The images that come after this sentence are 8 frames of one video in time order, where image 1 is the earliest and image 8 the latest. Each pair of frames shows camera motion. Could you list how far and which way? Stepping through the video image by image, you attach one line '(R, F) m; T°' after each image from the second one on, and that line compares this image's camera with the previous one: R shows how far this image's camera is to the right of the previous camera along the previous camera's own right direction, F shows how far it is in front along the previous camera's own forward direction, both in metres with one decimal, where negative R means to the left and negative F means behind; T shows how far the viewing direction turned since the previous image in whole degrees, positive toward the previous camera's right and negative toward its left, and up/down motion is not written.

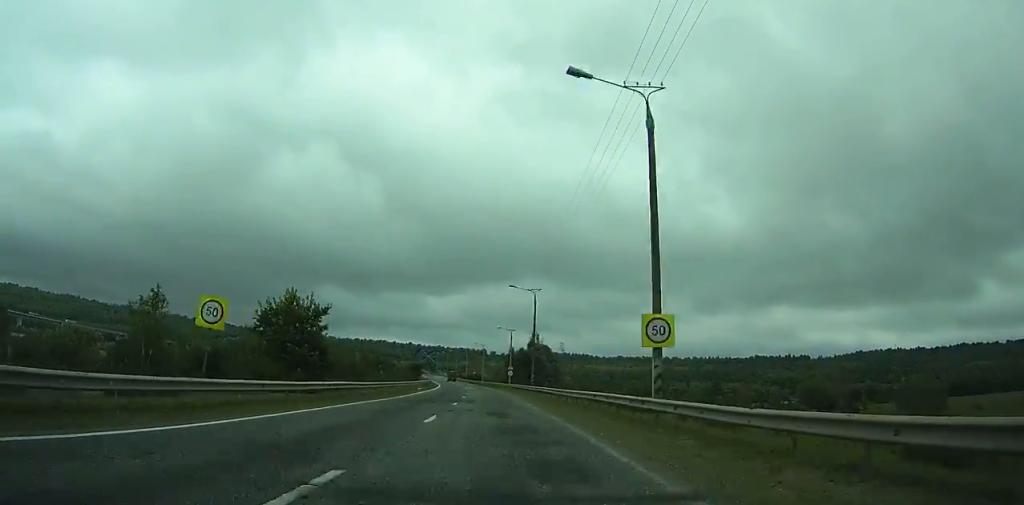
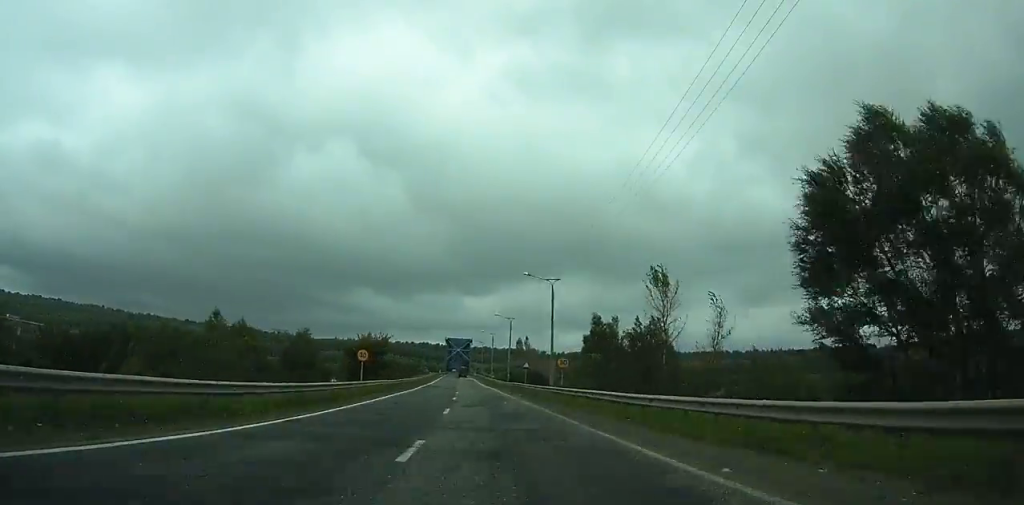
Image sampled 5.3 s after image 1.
(-4.2, +91.0) m; -5°
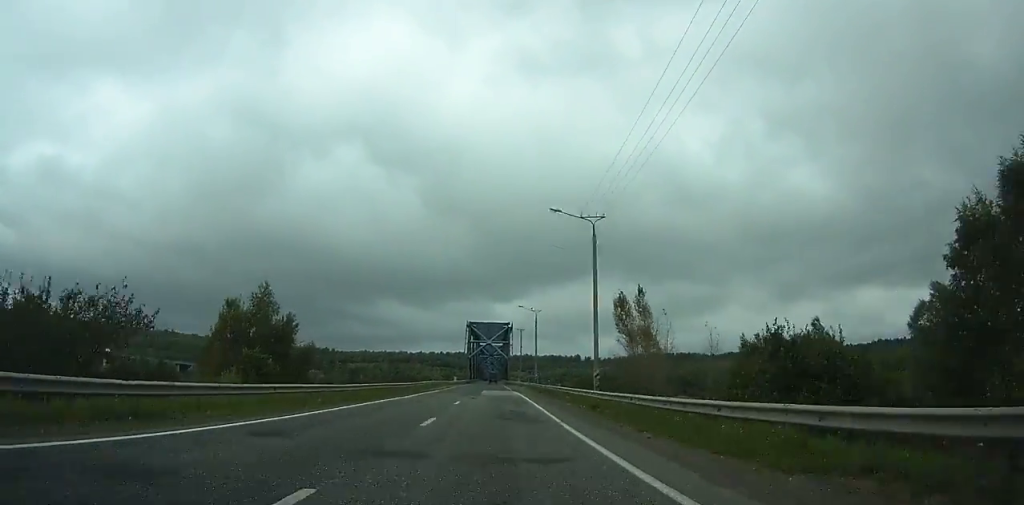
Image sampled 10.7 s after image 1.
(-3.4, +90.9) m; -3°
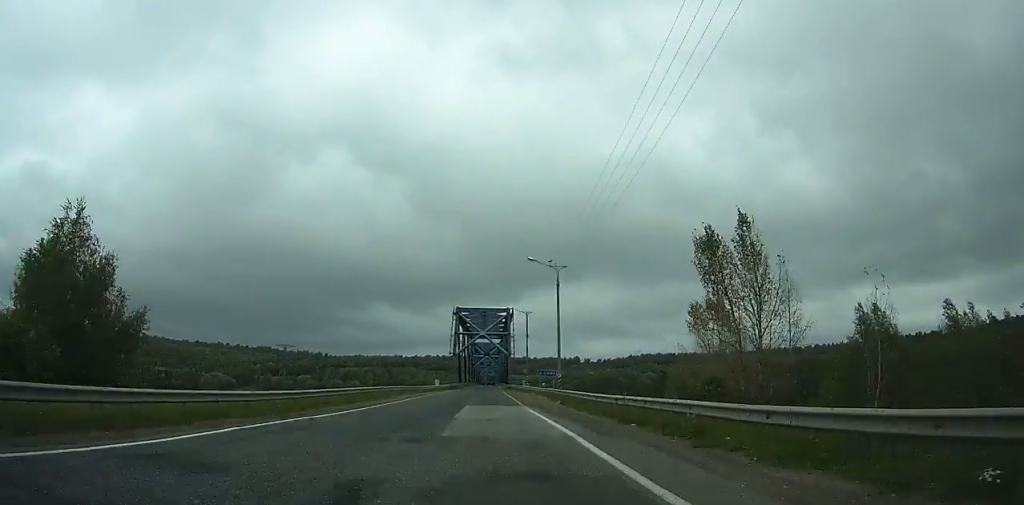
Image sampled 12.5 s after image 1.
(-0.1, +30.6) m; 0°
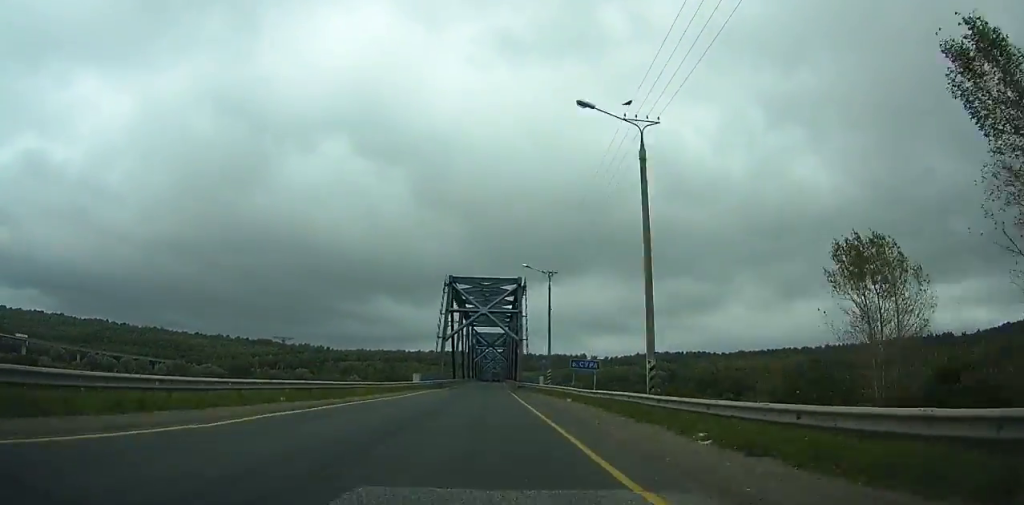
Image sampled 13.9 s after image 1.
(-0.1, +24.1) m; 0°
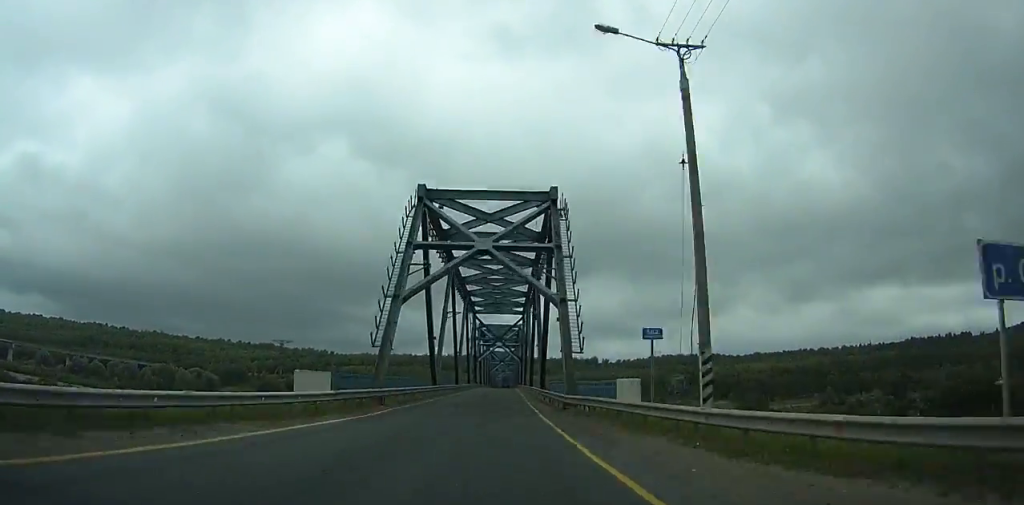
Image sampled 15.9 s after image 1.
(-0.1, +35.1) m; 0°
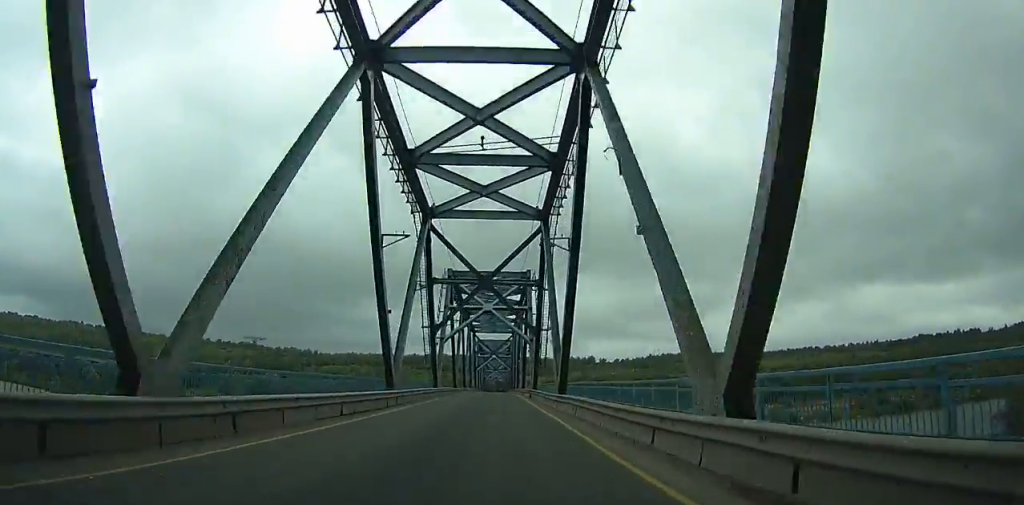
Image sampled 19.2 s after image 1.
(0.0, +59.7) m; 0°
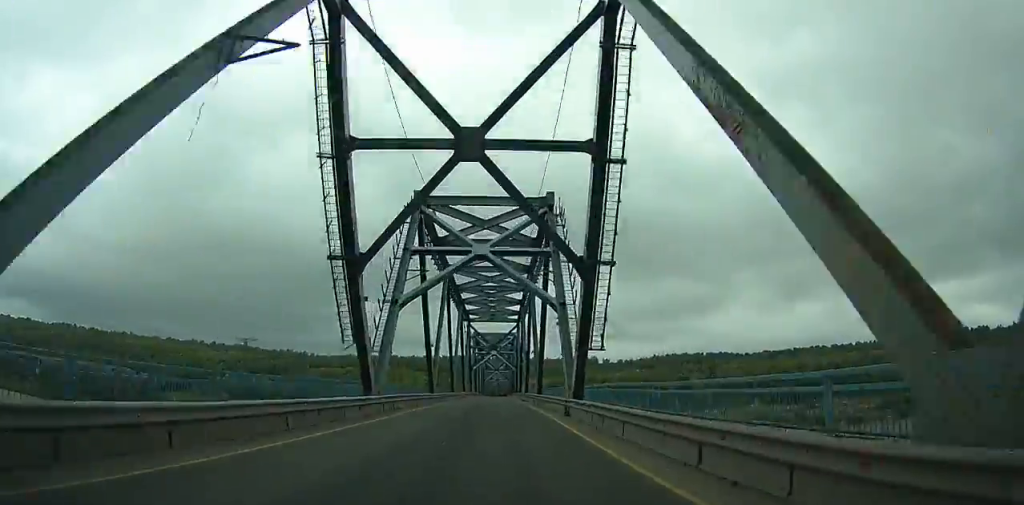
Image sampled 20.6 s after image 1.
(0.0, +26.0) m; 0°
